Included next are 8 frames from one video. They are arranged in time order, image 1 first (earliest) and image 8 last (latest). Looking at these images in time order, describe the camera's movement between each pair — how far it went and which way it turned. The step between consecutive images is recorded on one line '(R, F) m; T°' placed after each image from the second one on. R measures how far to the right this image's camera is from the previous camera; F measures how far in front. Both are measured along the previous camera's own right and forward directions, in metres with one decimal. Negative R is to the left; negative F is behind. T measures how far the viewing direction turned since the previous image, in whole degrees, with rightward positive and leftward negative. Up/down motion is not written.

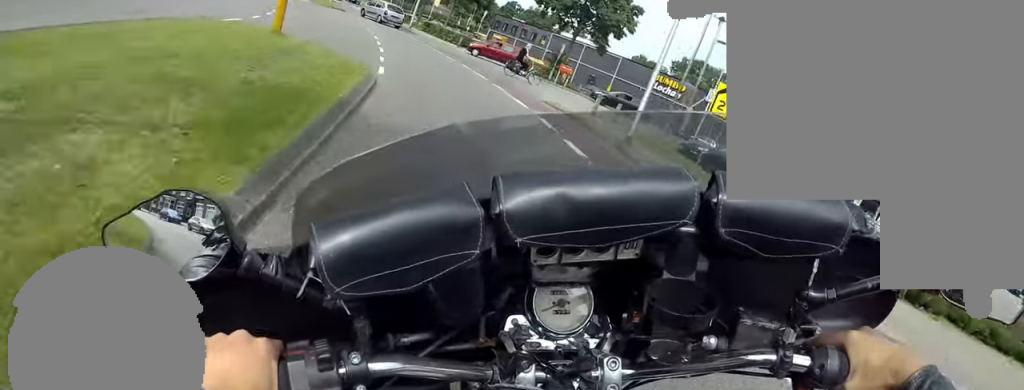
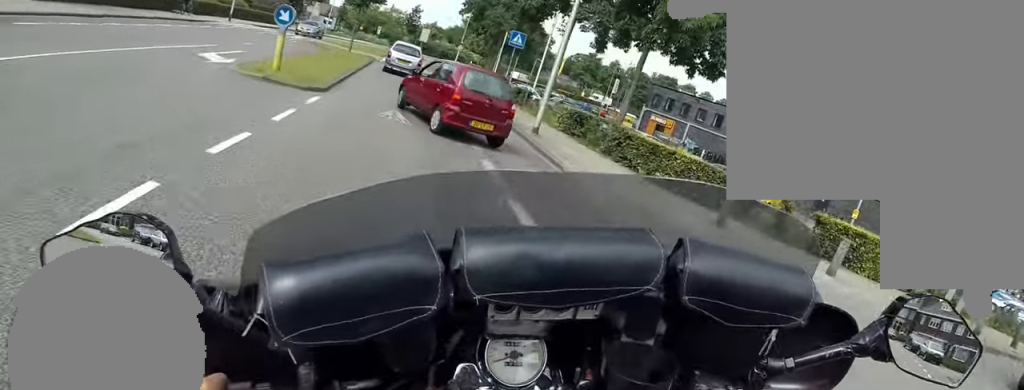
(-5.6, +22.3) m; -22°
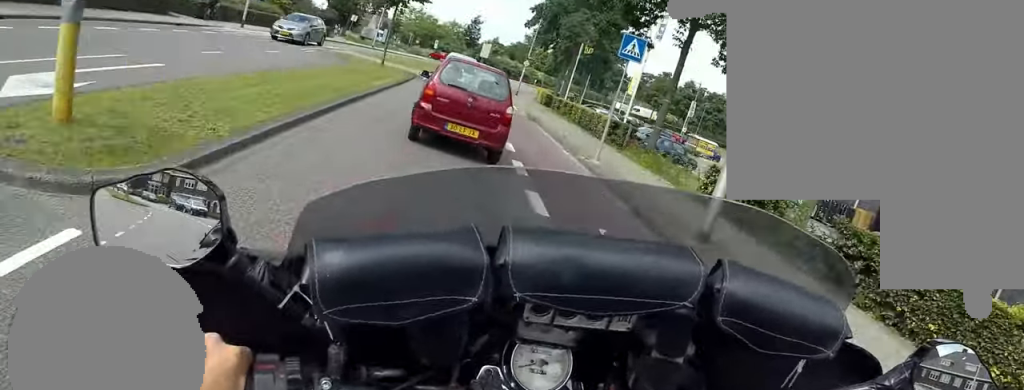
(0.0, +7.1) m; +1°
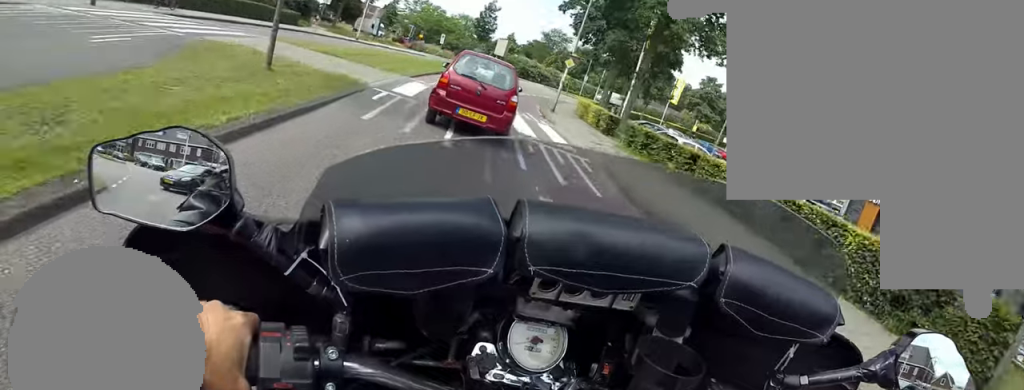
(-0.3, +12.7) m; 0°
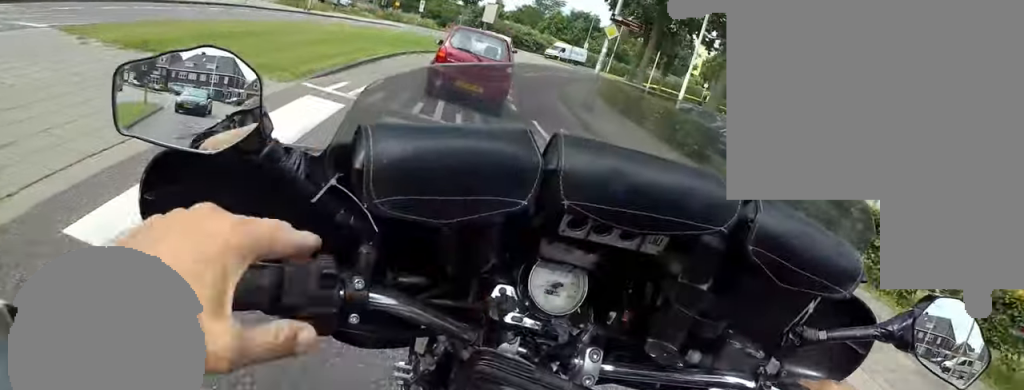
(+0.7, +8.8) m; +1°
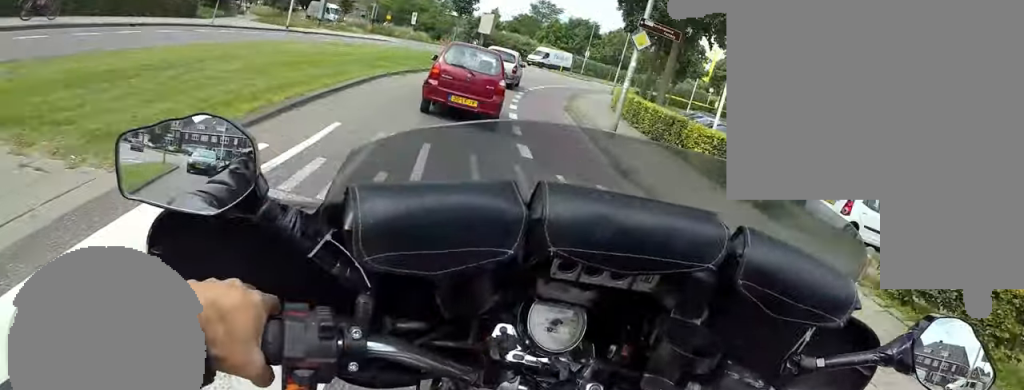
(-0.6, +2.9) m; +1°
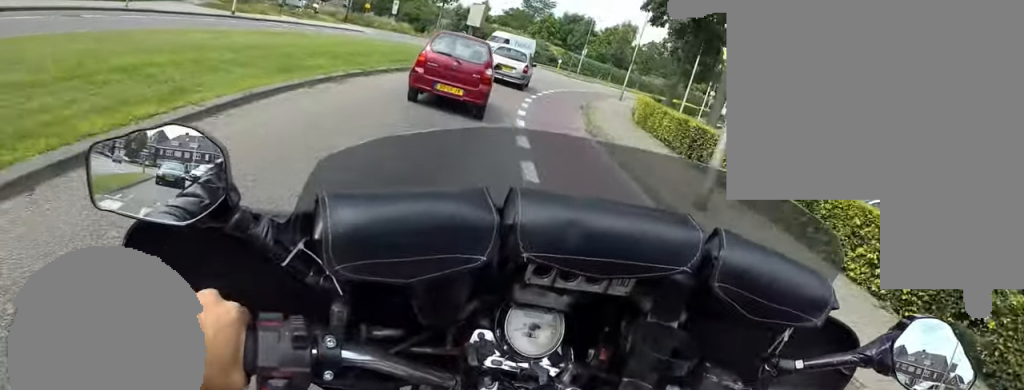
(+0.3, +5.2) m; +6°
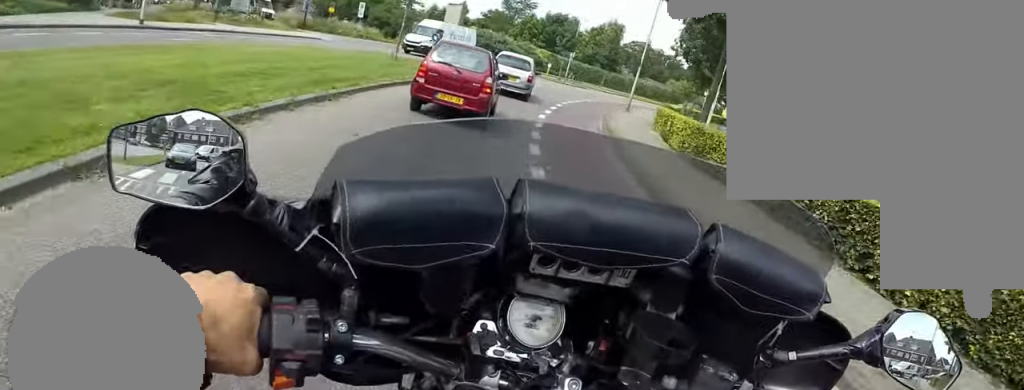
(+0.7, +5.8) m; +8°
